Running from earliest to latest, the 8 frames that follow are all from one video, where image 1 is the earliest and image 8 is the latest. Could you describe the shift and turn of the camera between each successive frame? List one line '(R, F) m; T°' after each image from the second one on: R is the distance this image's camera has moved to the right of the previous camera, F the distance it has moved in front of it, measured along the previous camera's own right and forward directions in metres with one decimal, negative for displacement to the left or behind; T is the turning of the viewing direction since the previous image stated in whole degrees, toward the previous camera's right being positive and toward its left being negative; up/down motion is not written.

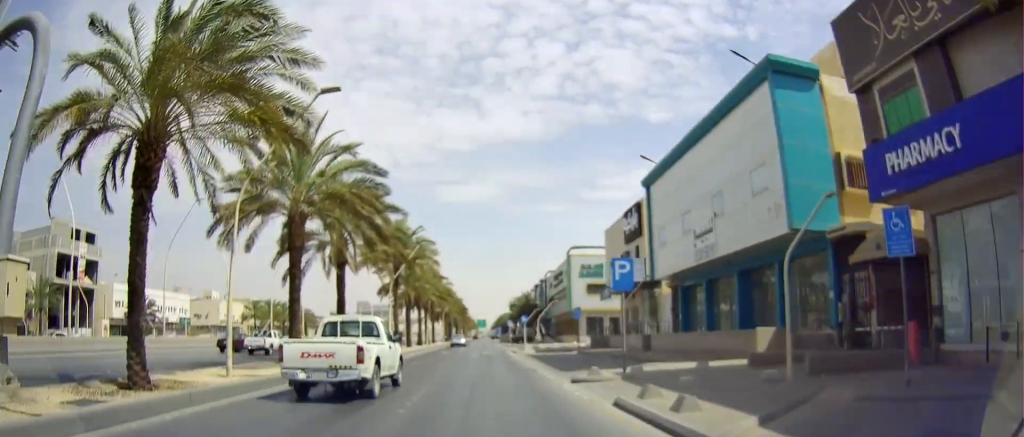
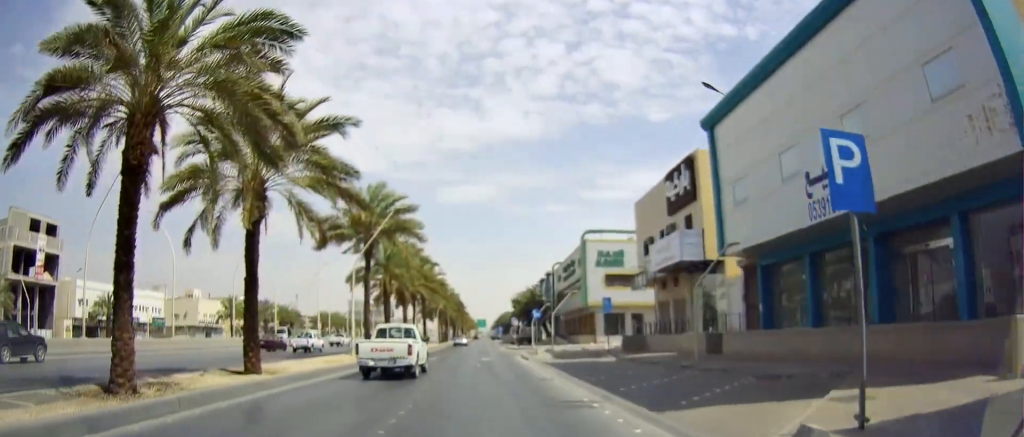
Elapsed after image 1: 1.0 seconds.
(-0.3, +11.1) m; -1°
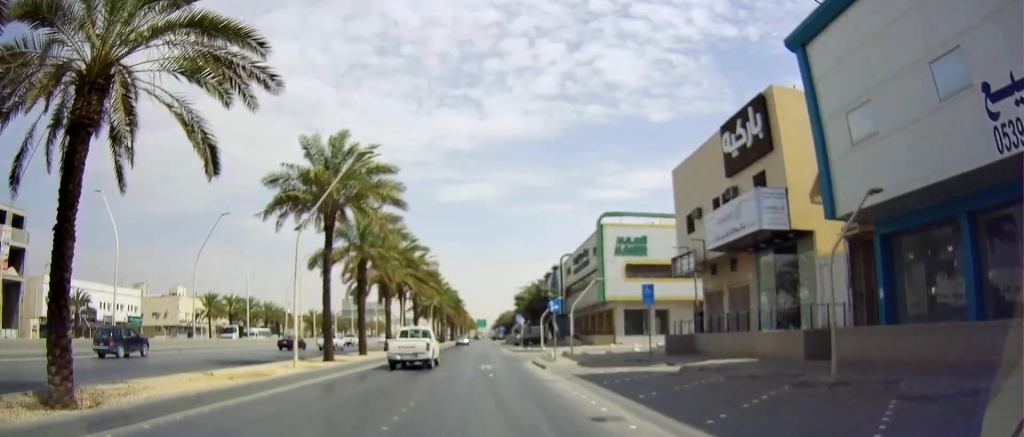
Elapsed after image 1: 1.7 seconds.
(+0.1, +8.9) m; 0°
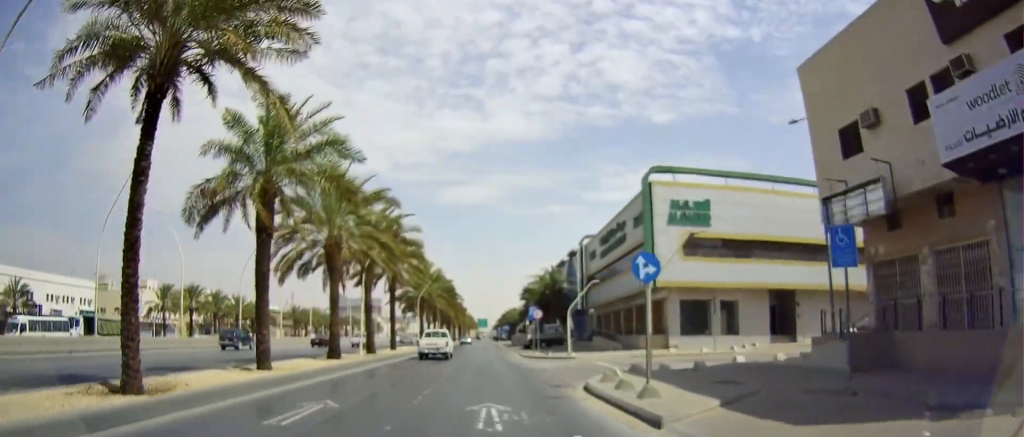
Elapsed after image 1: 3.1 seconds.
(+0.1, +15.2) m; +1°
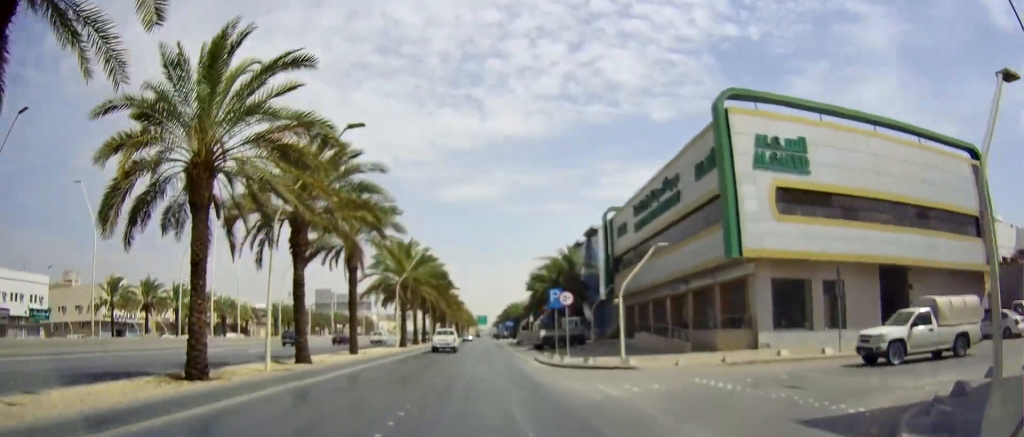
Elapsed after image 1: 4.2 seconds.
(-0.1, +13.1) m; -1°
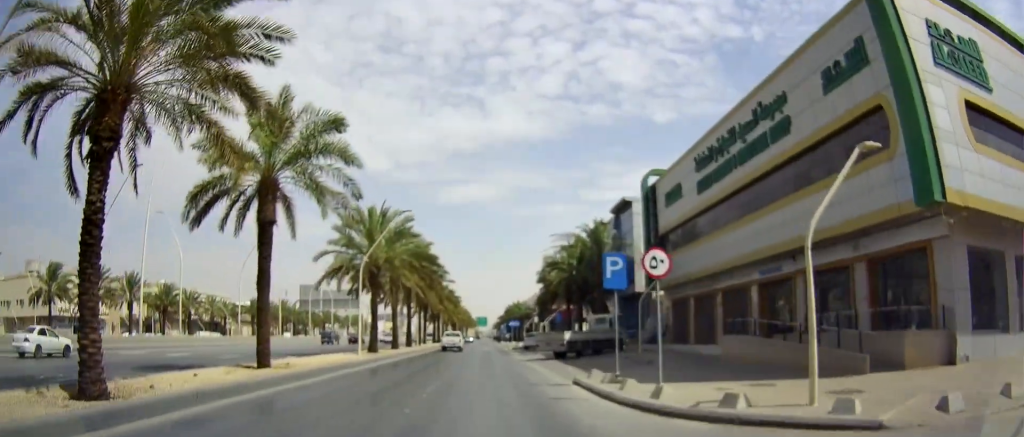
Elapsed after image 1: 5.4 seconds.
(0.0, +12.8) m; +1°
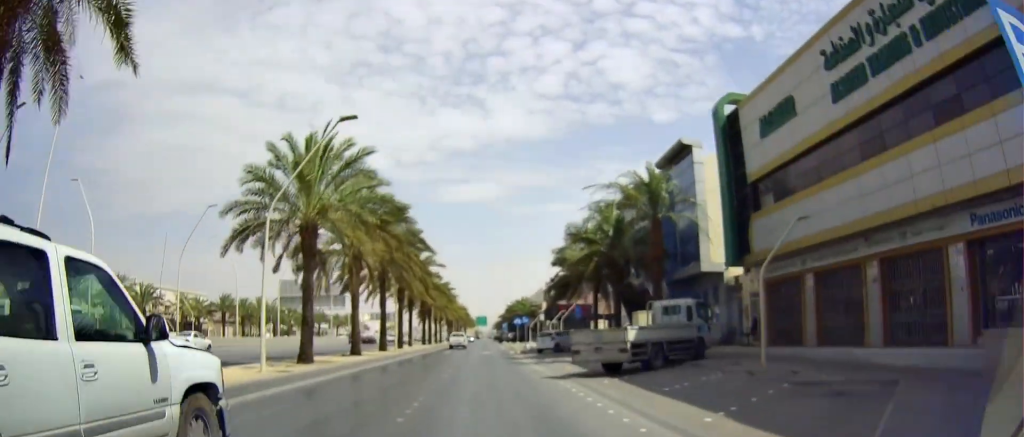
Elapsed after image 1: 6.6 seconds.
(+0.3, +13.2) m; -1°
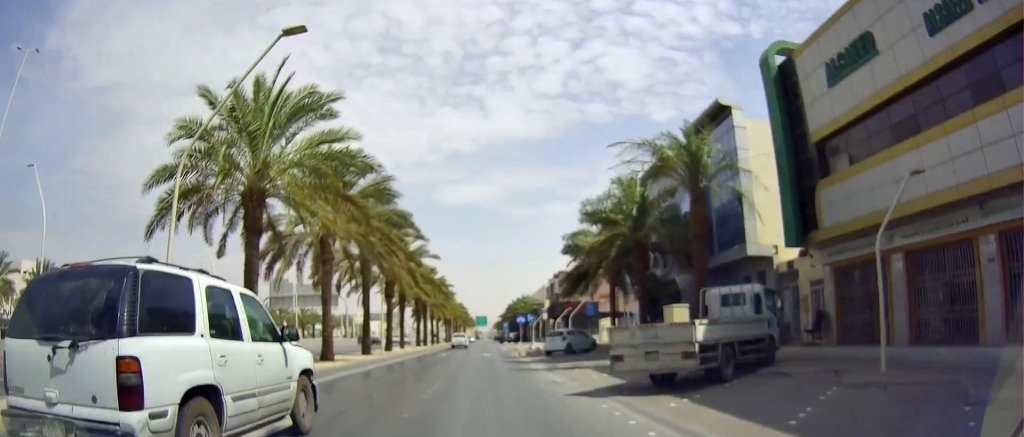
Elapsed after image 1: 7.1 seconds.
(-0.2, +5.5) m; -1°
